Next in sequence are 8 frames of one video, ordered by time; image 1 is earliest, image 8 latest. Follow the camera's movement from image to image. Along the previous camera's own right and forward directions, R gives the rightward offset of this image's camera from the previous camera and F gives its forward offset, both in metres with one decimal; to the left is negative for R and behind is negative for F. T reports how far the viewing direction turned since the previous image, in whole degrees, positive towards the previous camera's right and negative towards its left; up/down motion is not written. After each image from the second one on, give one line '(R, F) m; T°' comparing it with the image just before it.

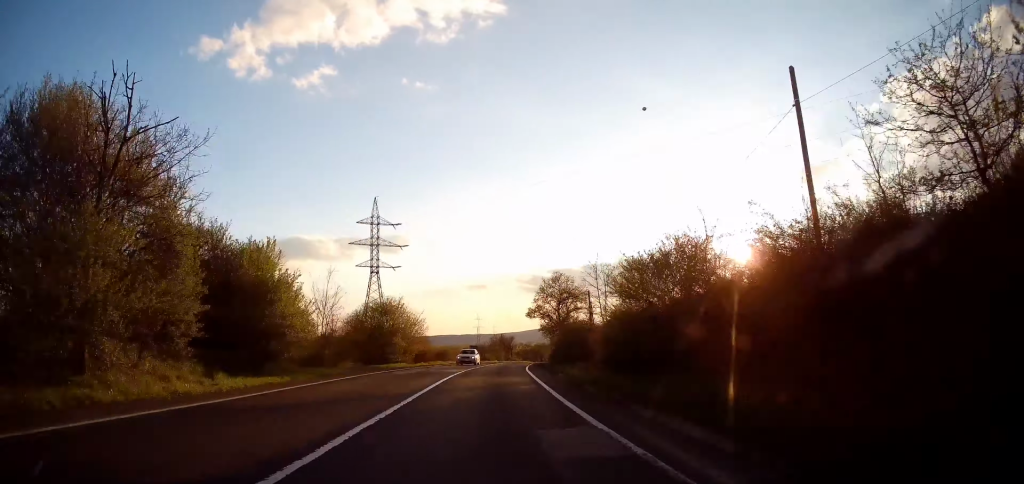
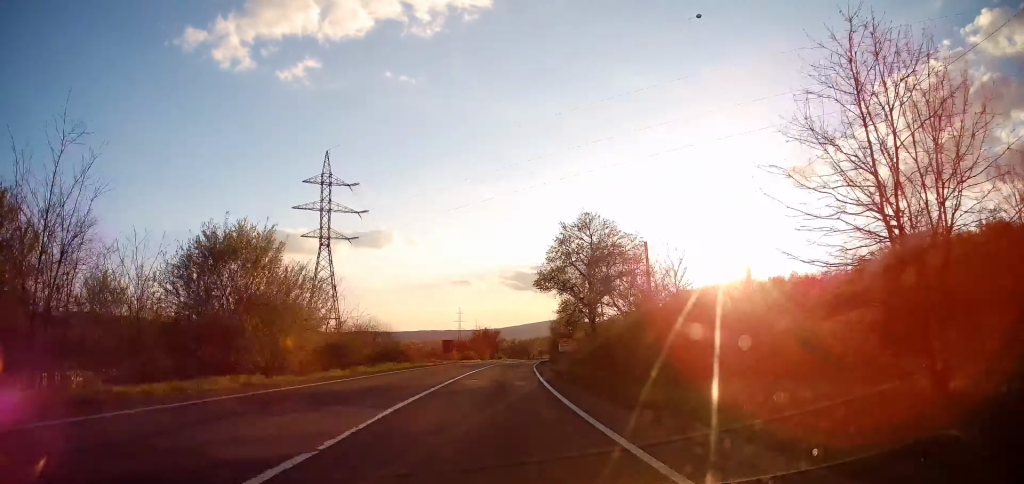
(+0.6, +23.6) m; +3°
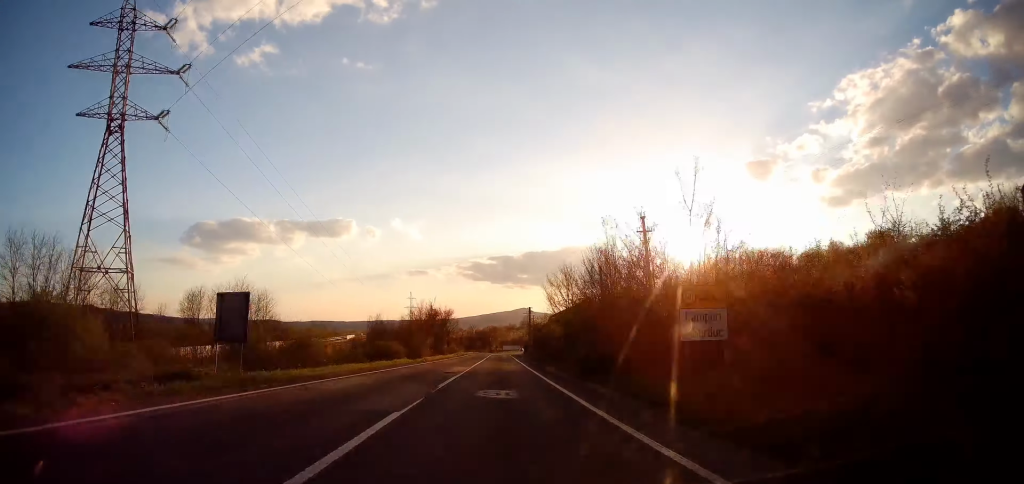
(+1.4, +42.9) m; +3°
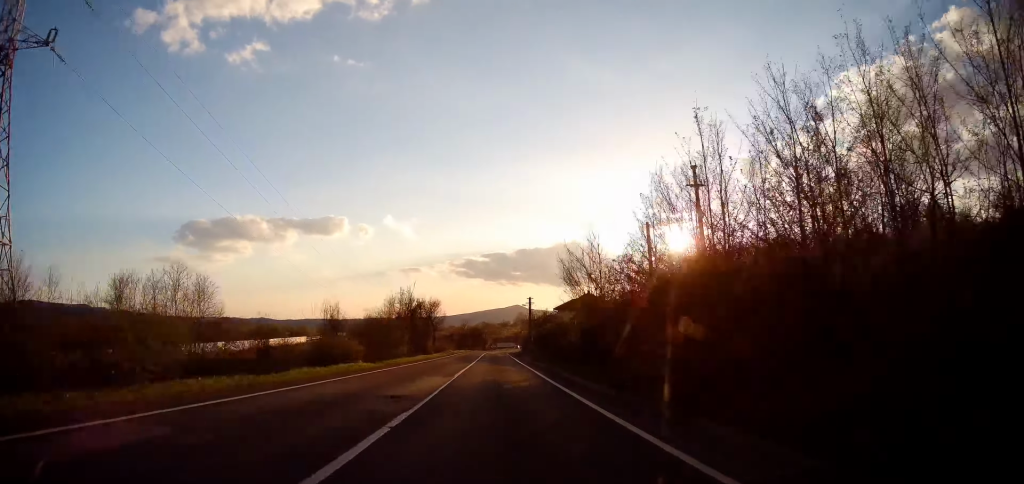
(-0.1, +13.0) m; +1°
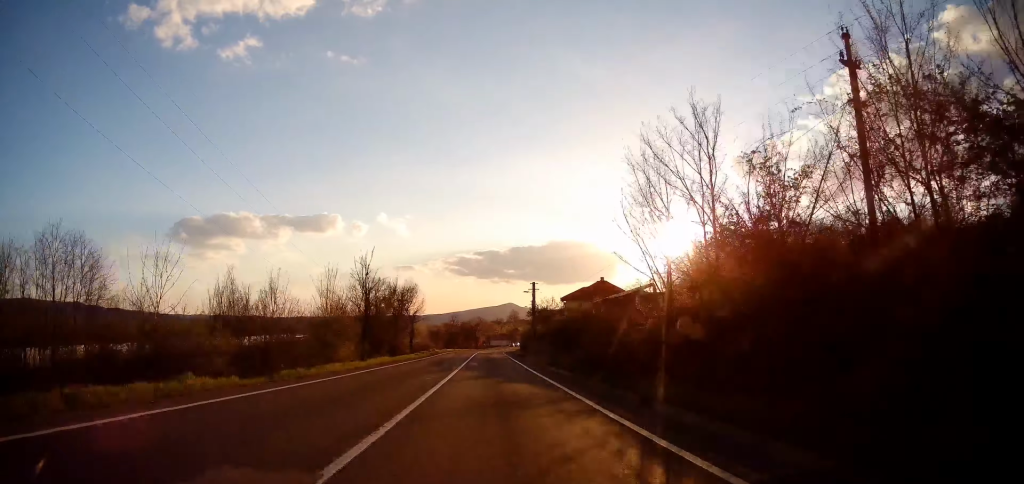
(+0.3, +16.2) m; +2°
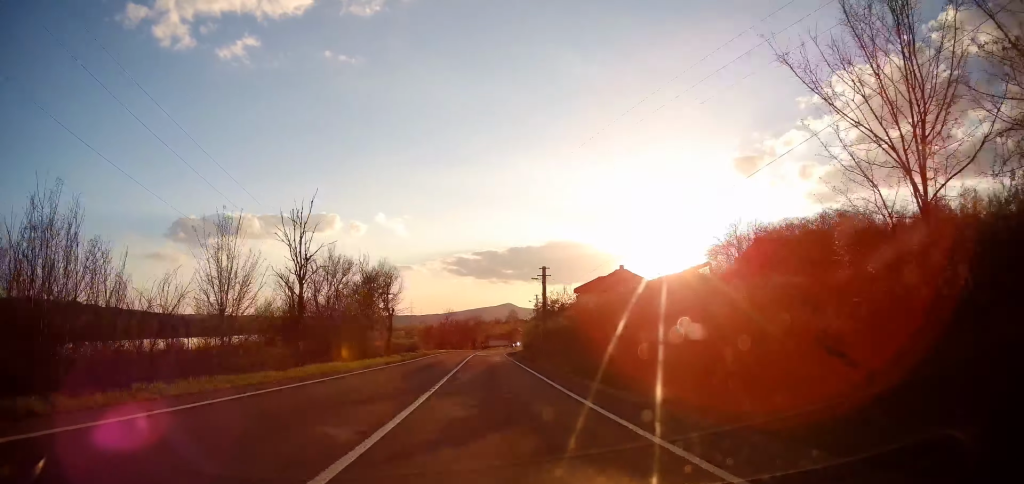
(0.0, +12.1) m; +1°
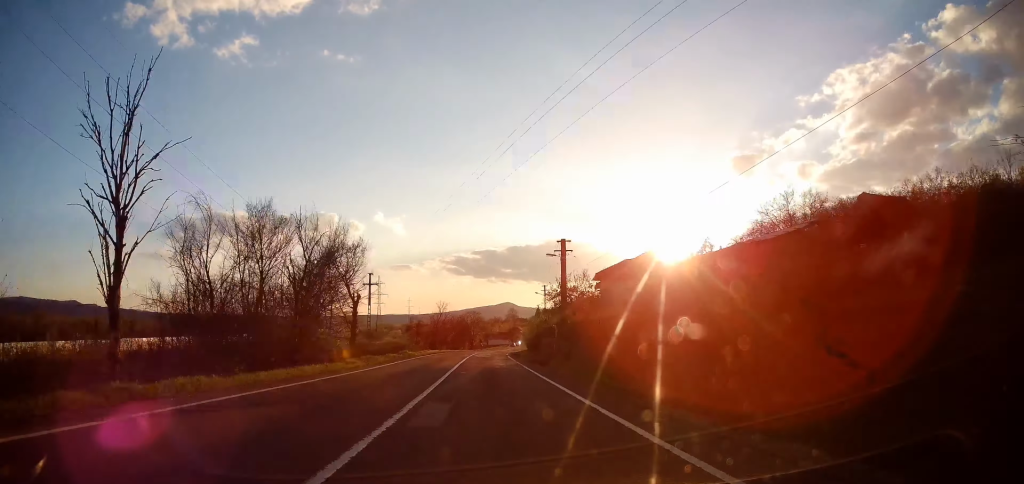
(+0.3, +12.1) m; 0°
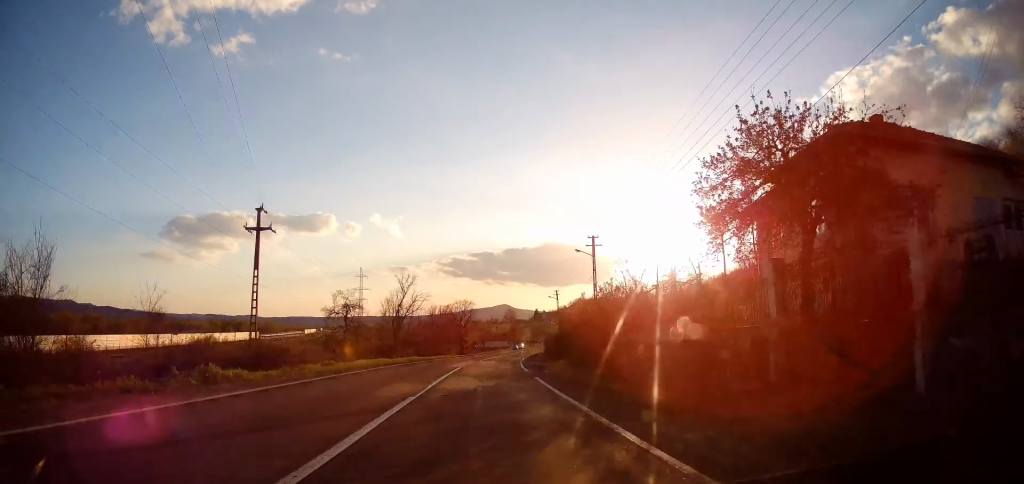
(+0.1, +34.4) m; -1°
